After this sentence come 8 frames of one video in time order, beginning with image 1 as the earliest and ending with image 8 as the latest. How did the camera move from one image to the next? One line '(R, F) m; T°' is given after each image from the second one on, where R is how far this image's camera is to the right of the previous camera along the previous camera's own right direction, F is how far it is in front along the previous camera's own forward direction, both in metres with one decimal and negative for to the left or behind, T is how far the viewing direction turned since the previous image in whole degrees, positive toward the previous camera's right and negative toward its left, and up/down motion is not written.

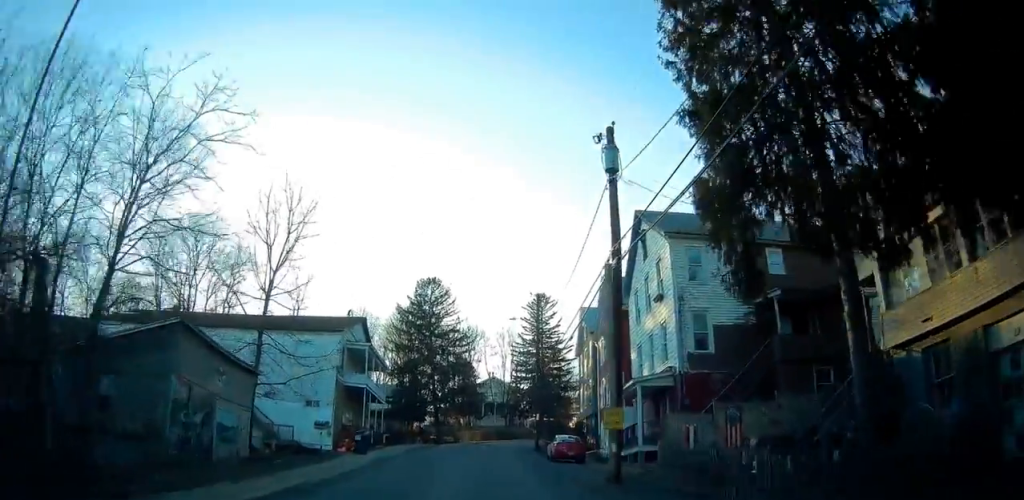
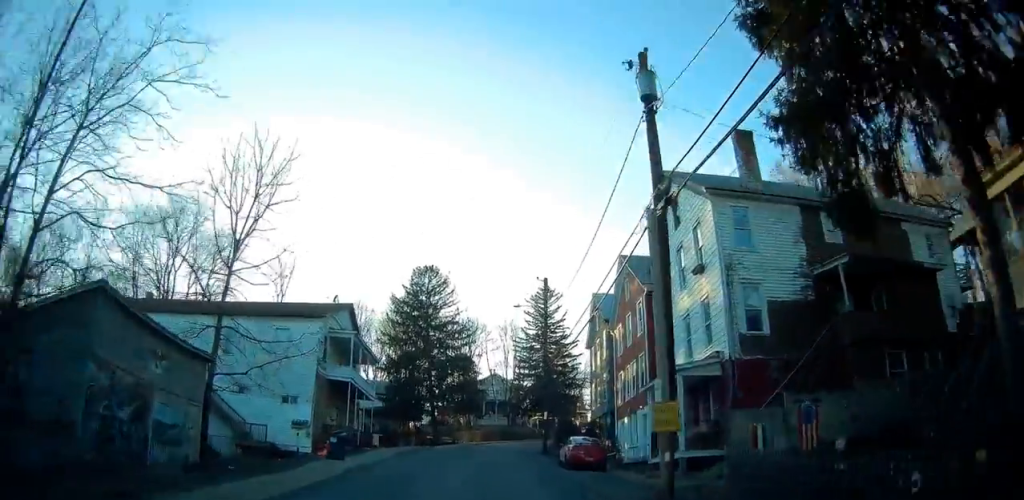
(+0.1, +4.4) m; +1°
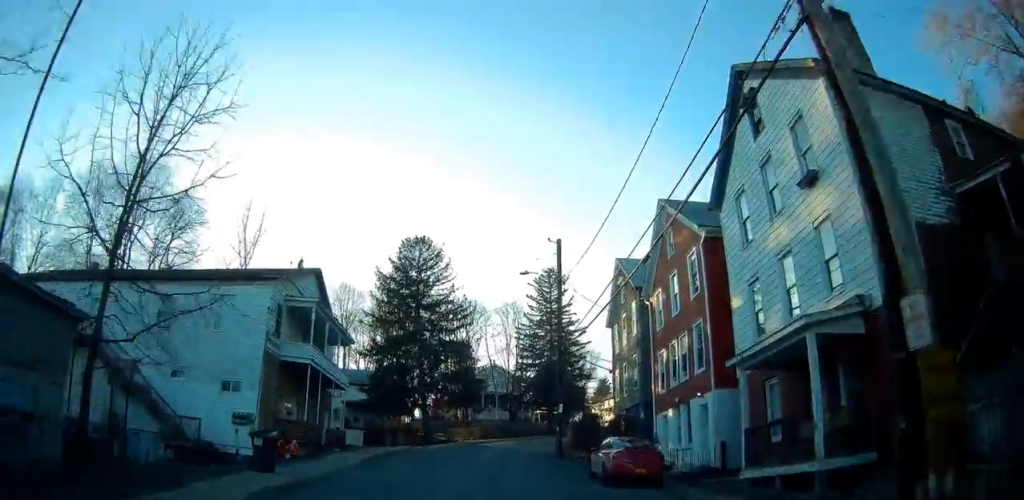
(0.0, +7.5) m; 0°
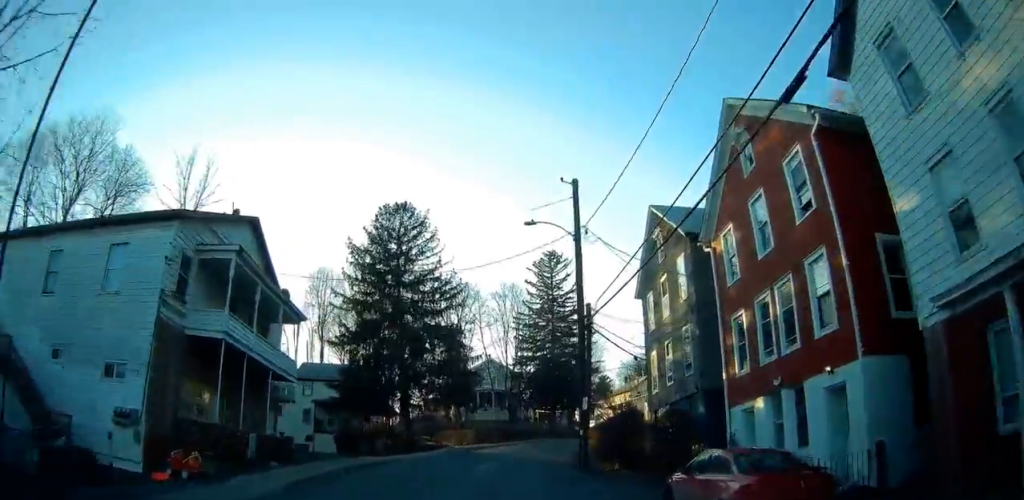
(0.0, +8.4) m; 0°
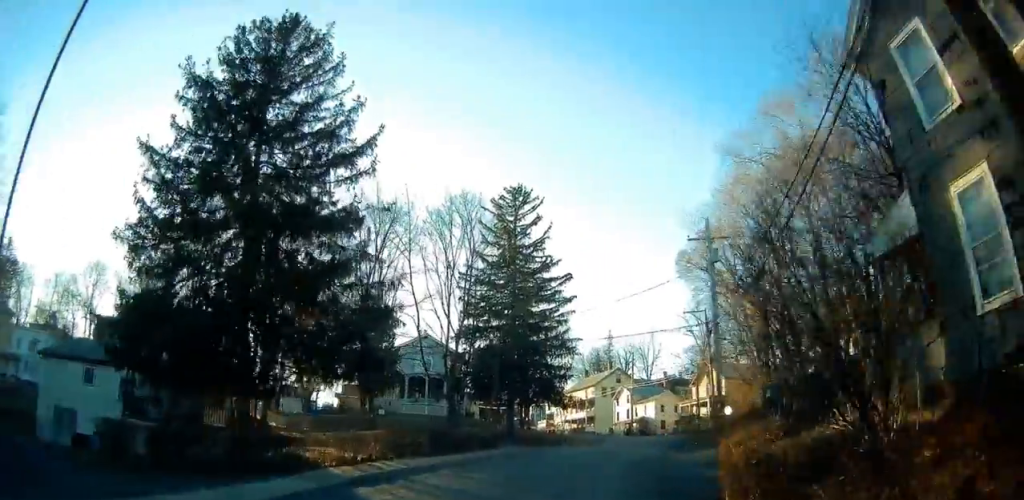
(+0.2, +20.8) m; +5°
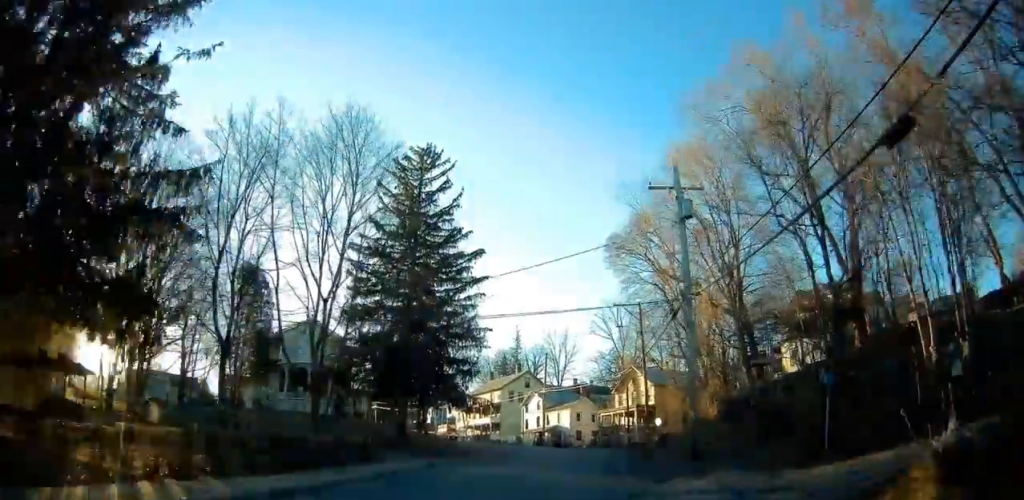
(+0.2, +8.9) m; +9°
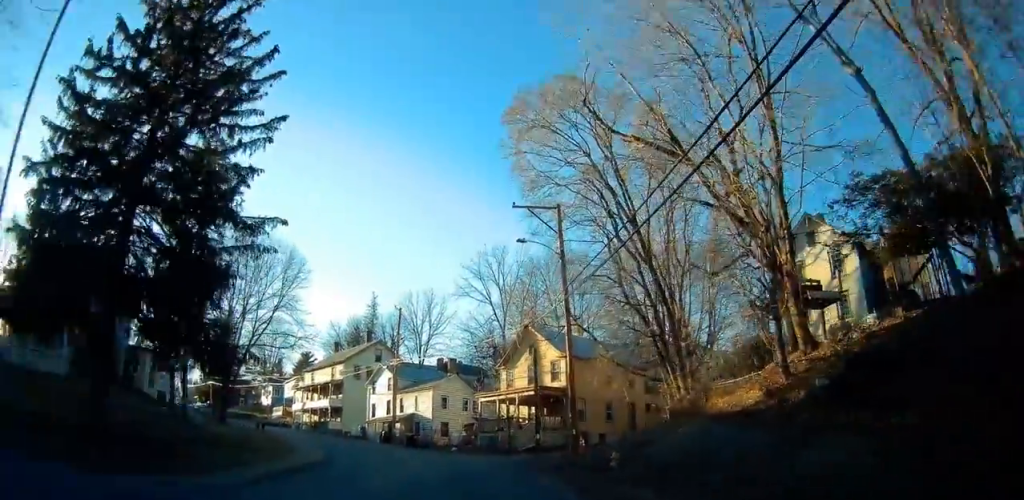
(+3.4, +22.1) m; +9°
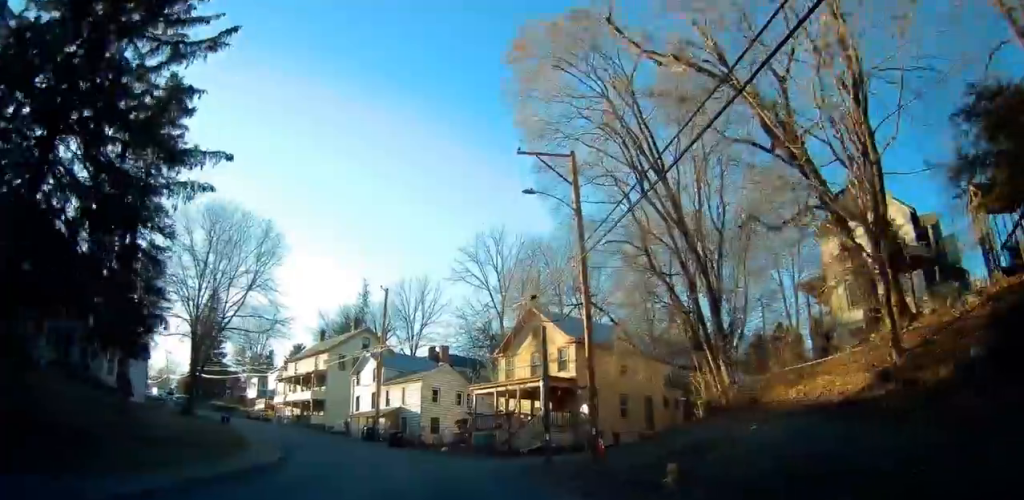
(0.0, +5.7) m; 0°
